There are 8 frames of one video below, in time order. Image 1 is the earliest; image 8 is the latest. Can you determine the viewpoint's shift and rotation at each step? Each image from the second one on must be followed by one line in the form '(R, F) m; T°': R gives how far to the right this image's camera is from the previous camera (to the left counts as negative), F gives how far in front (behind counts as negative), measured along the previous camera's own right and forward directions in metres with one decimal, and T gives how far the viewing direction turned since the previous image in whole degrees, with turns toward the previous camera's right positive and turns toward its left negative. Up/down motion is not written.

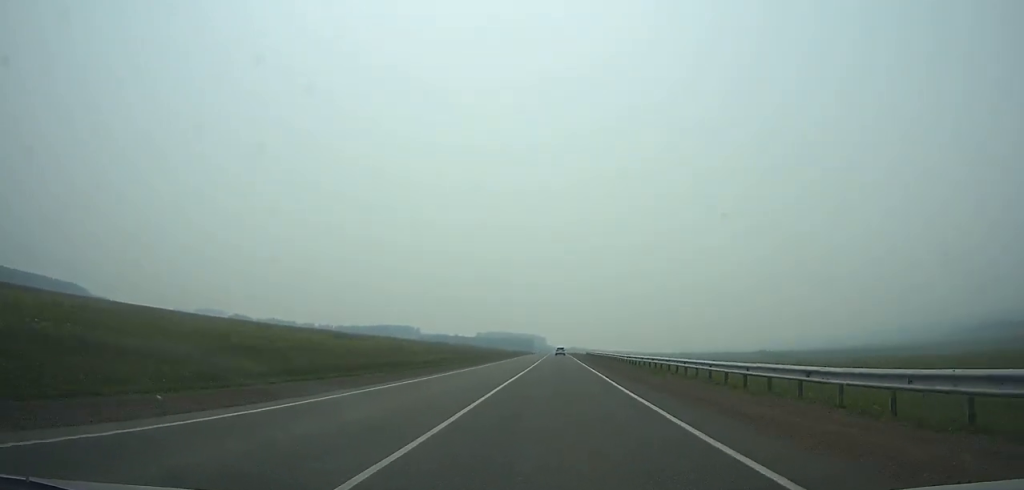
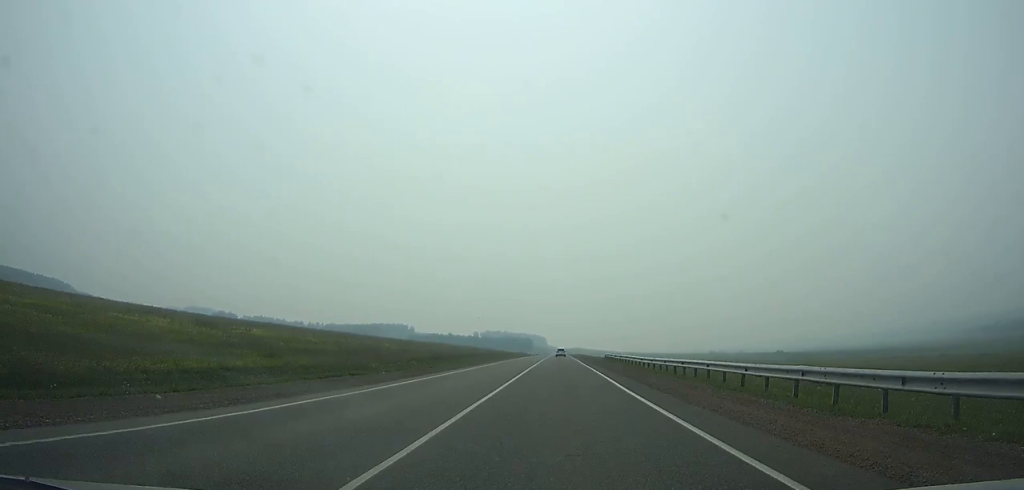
(0.0, +42.7) m; 0°
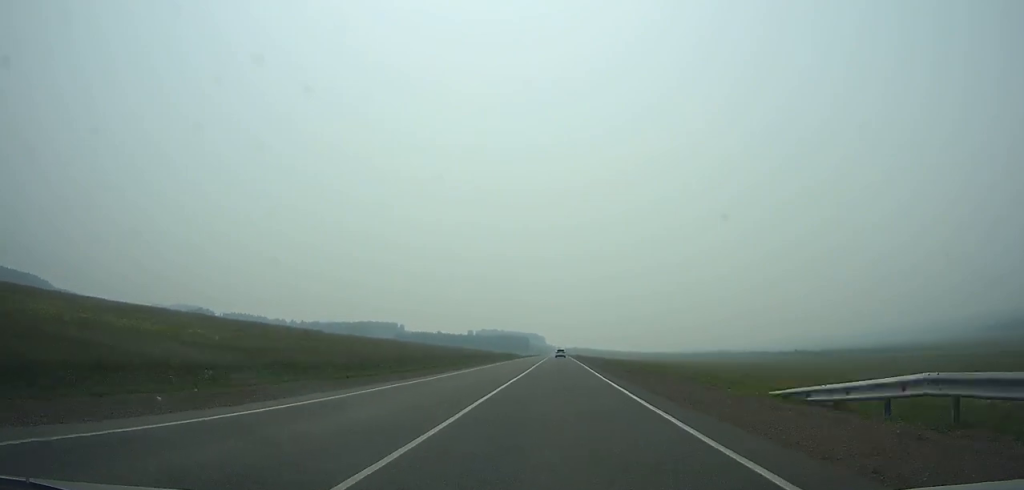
(0.0, +54.6) m; 0°
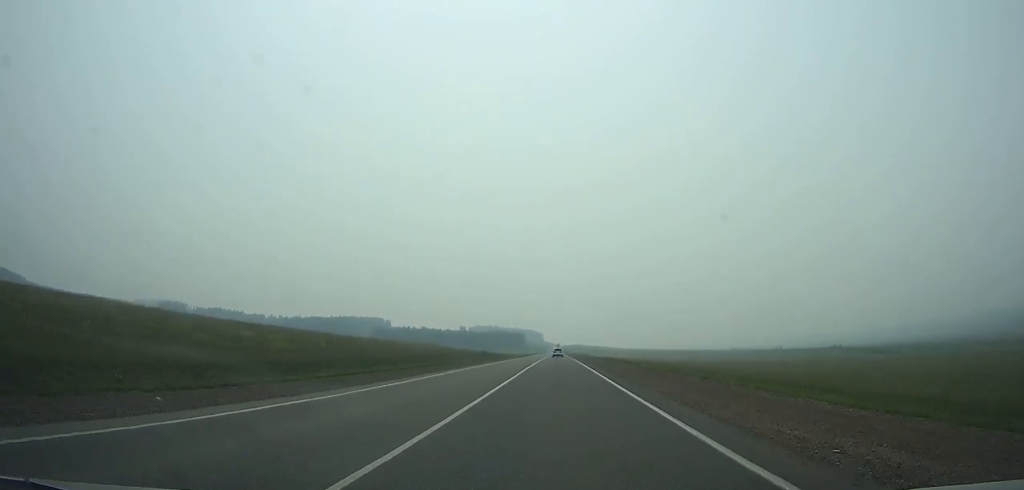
(0.0, +60.6) m; 0°
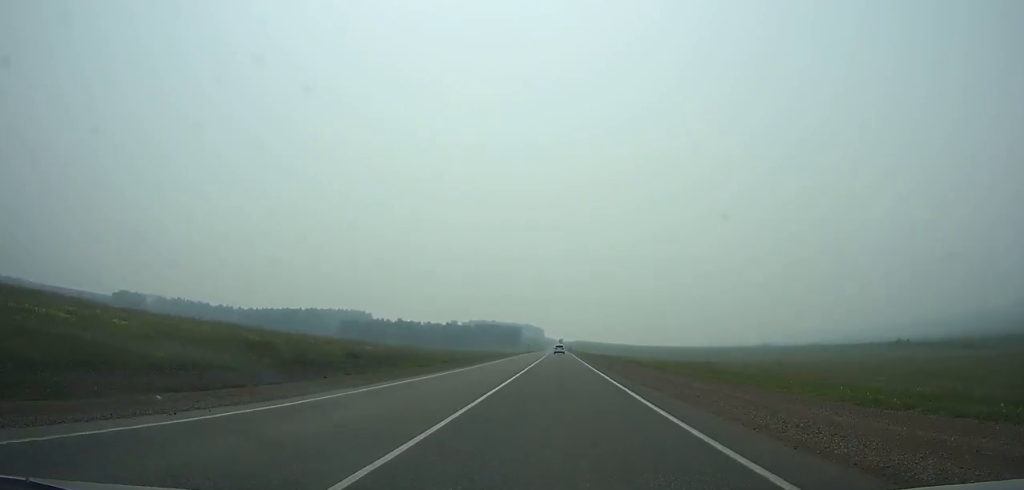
(+0.1, +87.6) m; 0°
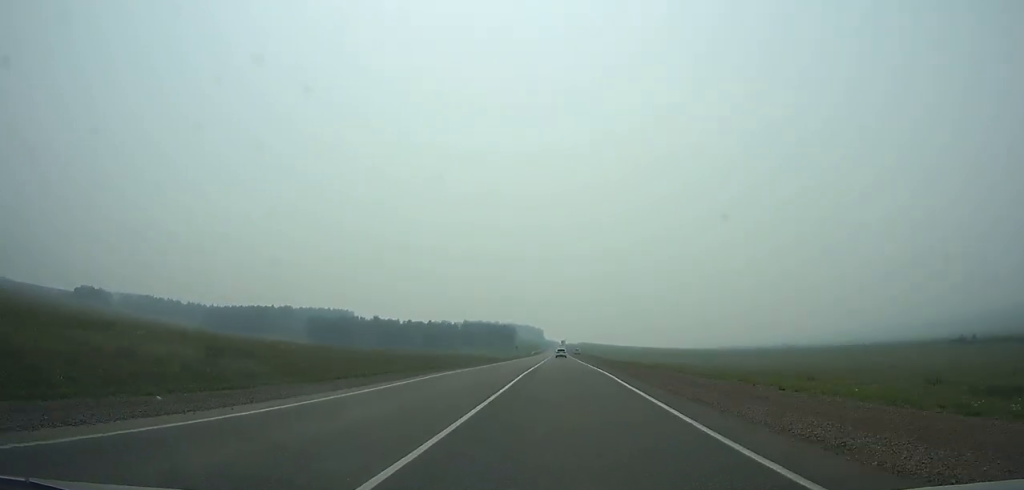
(0.0, +63.5) m; 0°
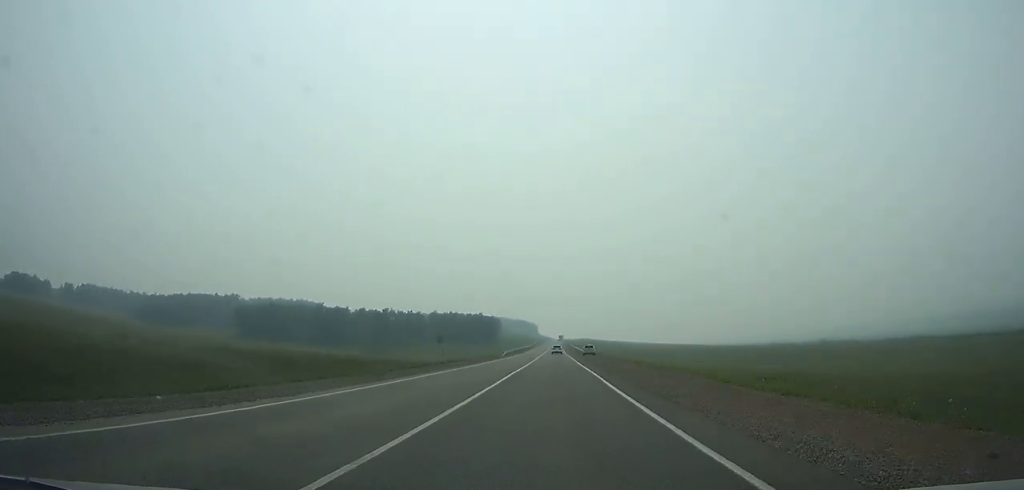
(+0.1, +90.9) m; 0°
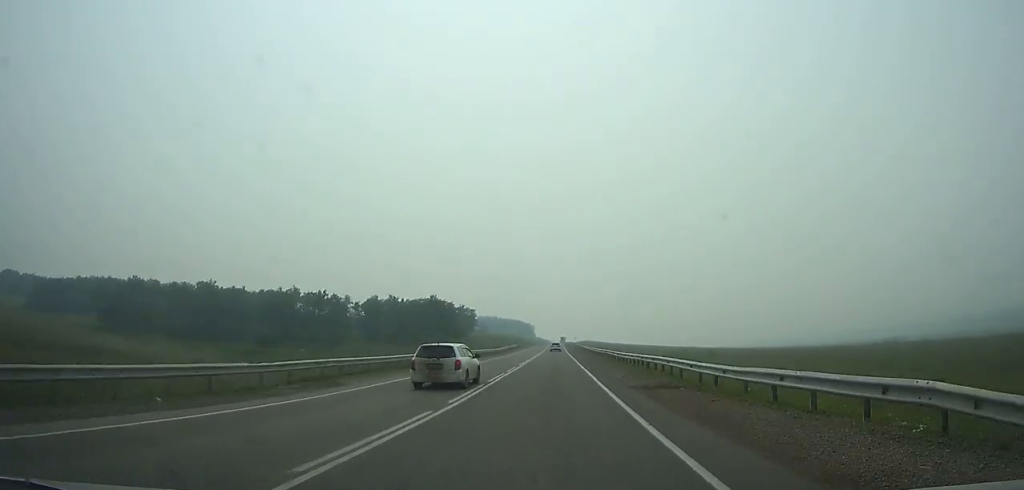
(+0.4, +103.4) m; 0°
